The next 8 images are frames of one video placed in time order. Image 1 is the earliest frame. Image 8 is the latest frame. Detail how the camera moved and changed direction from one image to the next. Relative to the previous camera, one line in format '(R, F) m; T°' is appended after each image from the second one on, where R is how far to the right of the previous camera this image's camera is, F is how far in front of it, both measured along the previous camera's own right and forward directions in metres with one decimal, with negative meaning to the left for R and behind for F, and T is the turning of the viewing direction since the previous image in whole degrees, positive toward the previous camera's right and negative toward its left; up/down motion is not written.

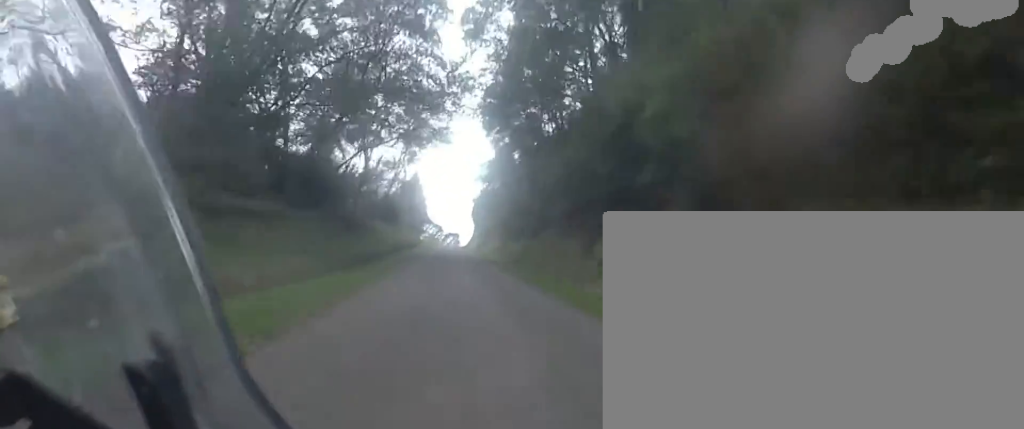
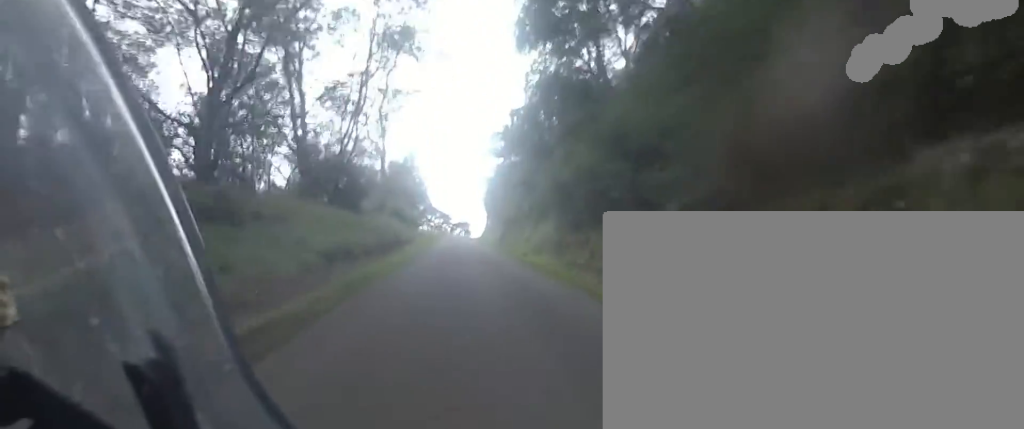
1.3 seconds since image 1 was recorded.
(-0.3, +30.0) m; -1°
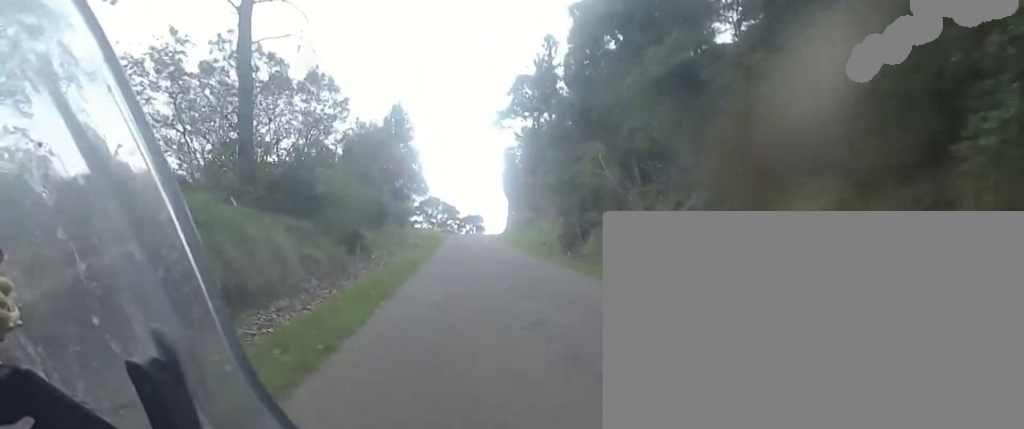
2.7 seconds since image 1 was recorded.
(-0.7, +33.0) m; -2°
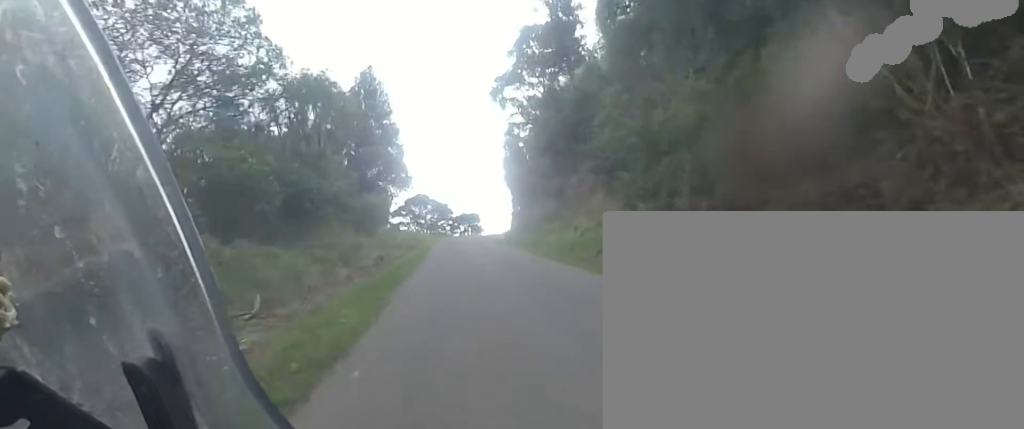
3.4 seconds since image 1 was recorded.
(-0.1, +14.9) m; +1°
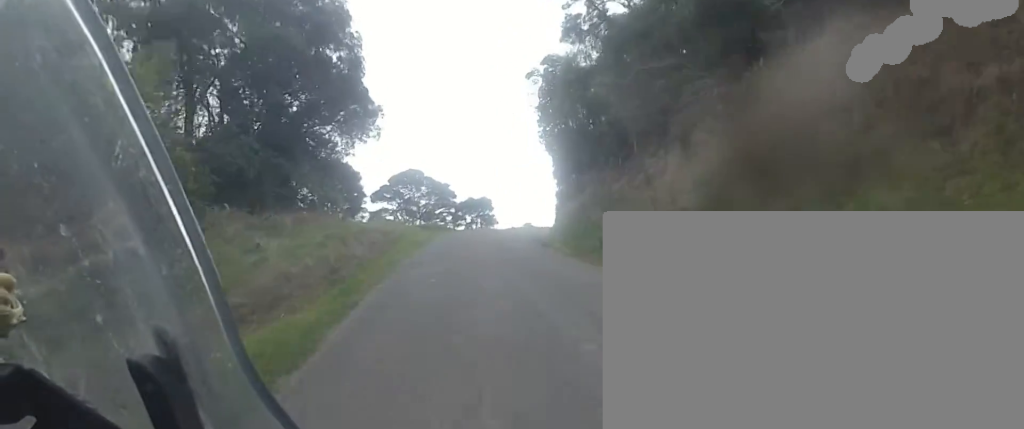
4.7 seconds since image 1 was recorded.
(+1.0, +24.4) m; +3°
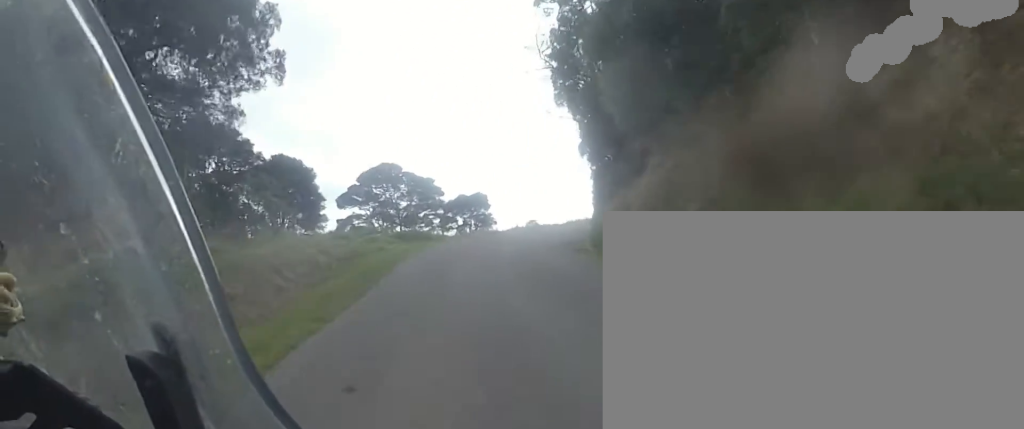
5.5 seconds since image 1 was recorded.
(-0.1, +12.4) m; +4°
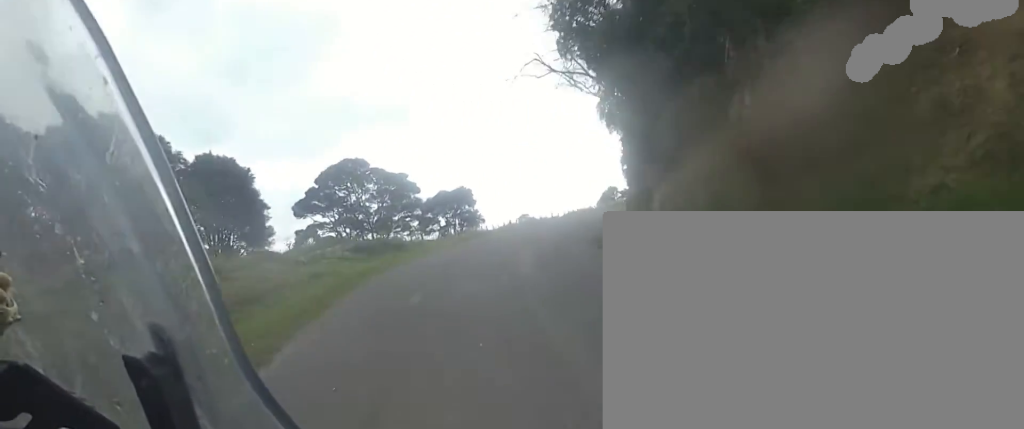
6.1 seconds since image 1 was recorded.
(-0.3, +7.8) m; +5°
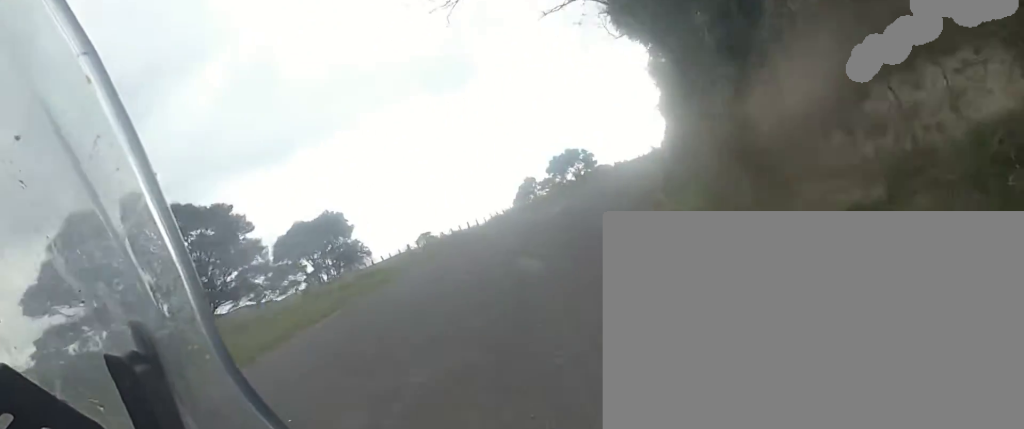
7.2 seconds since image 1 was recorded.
(+2.7, +14.1) m; +21°
